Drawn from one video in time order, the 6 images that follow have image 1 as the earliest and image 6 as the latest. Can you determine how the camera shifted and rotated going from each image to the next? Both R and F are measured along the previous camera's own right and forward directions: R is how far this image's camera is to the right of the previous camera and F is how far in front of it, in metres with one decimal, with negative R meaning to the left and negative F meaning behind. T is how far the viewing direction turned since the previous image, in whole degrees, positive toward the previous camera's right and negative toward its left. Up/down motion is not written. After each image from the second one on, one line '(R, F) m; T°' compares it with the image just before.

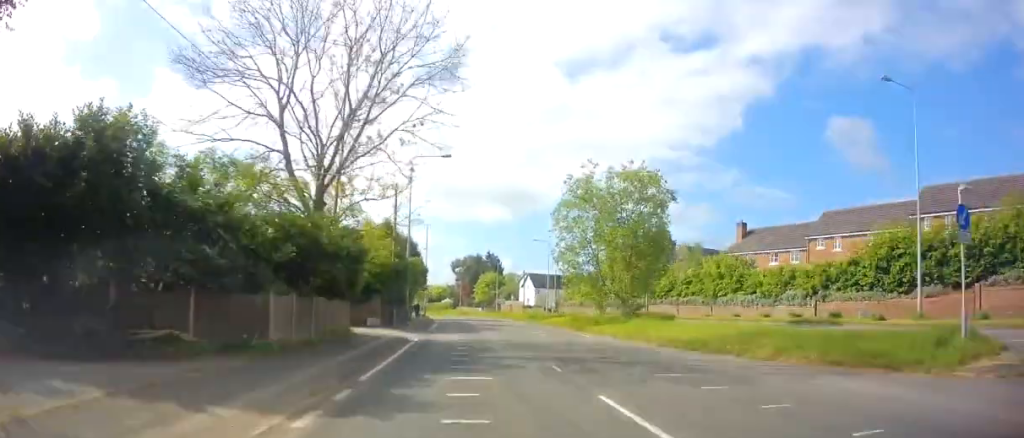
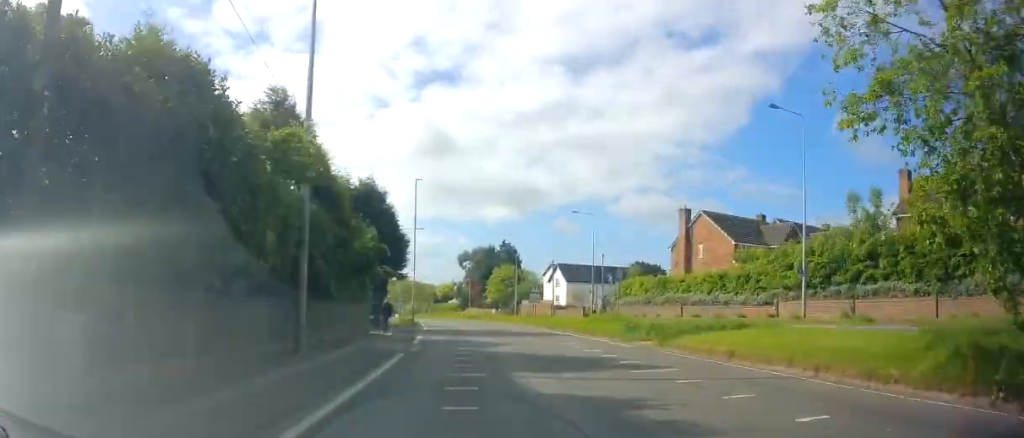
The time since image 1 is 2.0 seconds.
(-0.1, +29.0) m; -1°
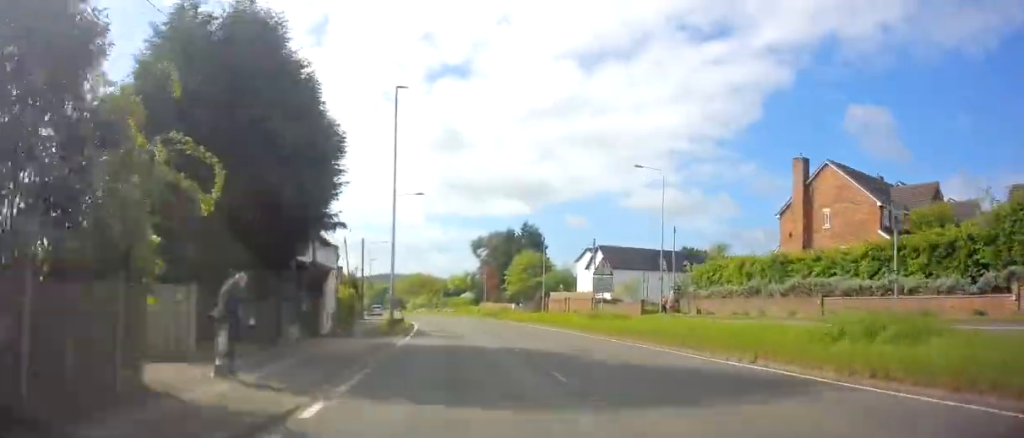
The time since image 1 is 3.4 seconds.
(-0.1, +21.4) m; 0°
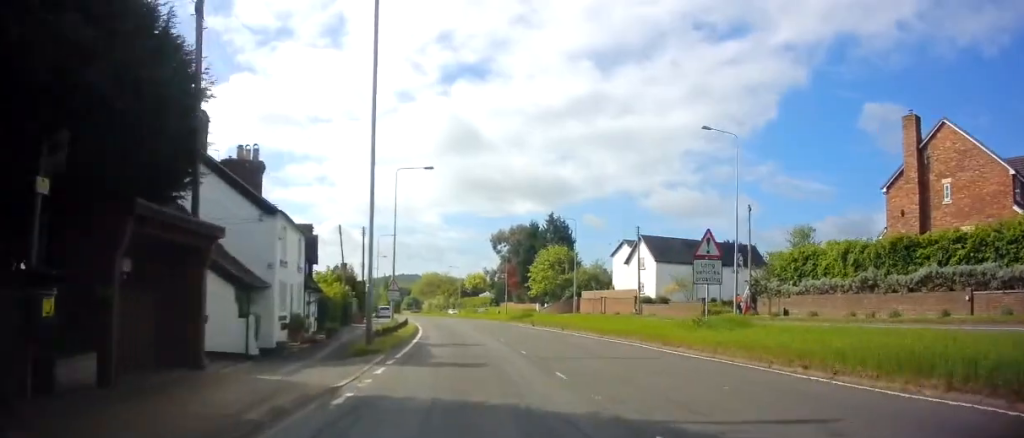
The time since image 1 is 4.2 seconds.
(0.0, +11.3) m; -1°
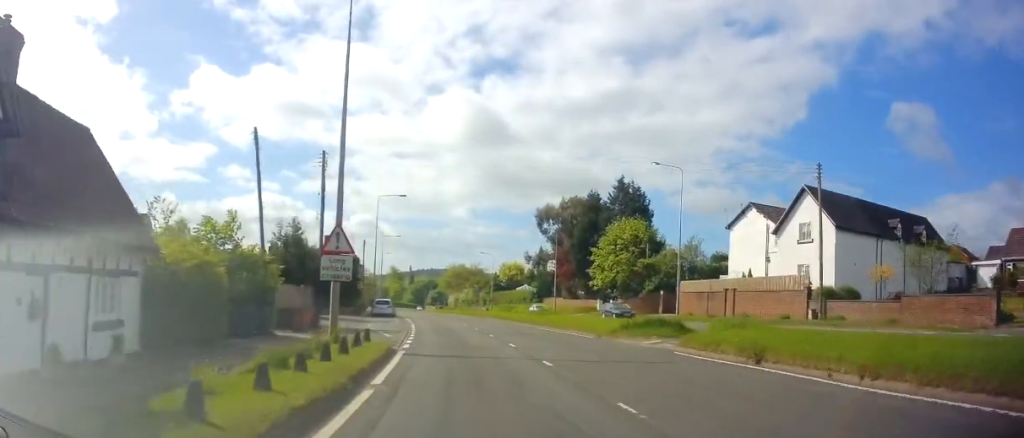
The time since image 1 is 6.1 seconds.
(-1.0, +27.9) m; -3°
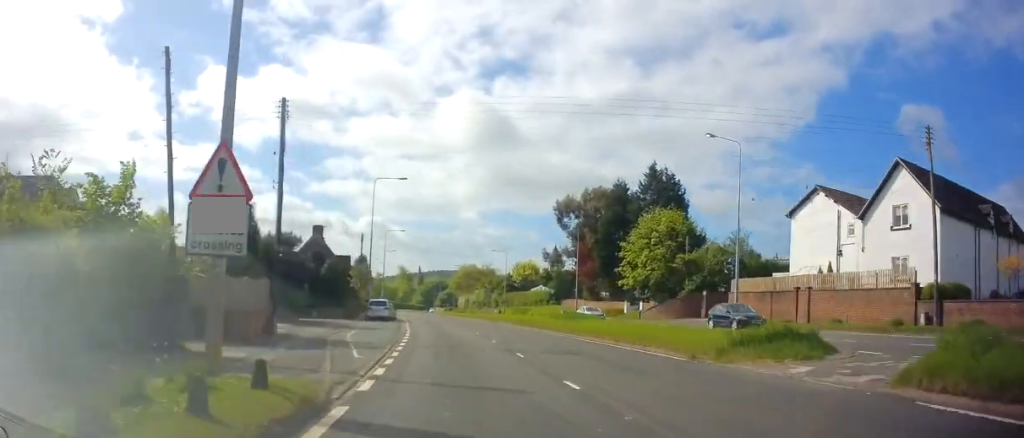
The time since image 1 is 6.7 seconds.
(+0.1, +9.0) m; -1°
